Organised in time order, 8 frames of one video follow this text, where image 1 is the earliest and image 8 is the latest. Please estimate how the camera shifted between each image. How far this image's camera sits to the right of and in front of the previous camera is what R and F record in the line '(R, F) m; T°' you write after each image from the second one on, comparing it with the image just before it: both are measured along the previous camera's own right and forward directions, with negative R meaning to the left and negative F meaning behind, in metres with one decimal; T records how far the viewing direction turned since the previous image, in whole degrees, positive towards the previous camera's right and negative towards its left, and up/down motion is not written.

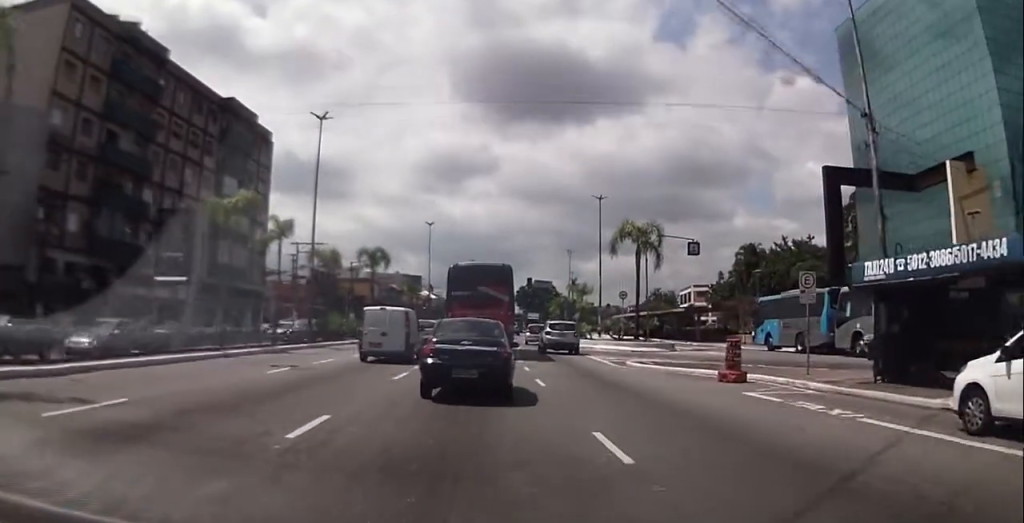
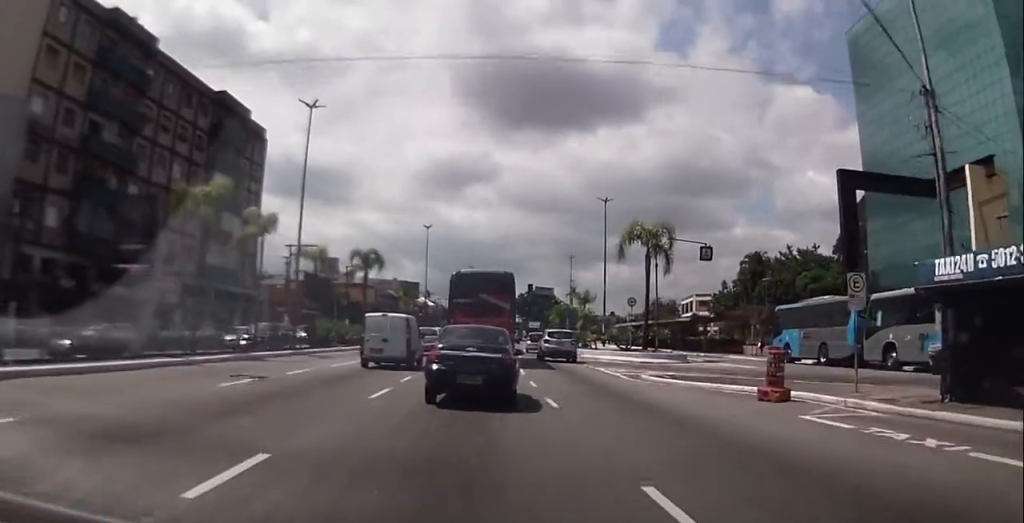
(+0.2, +2.7) m; +3°
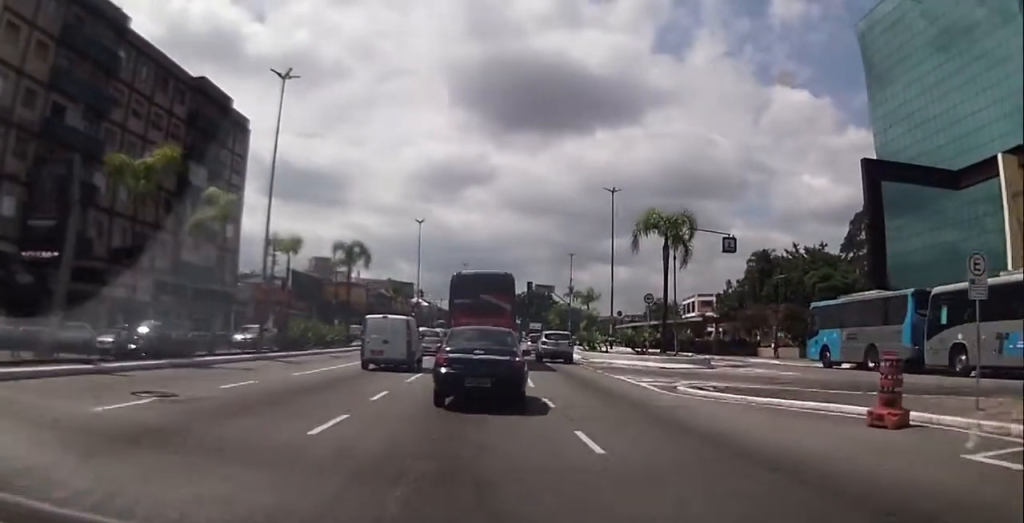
(+0.1, +4.7) m; +2°
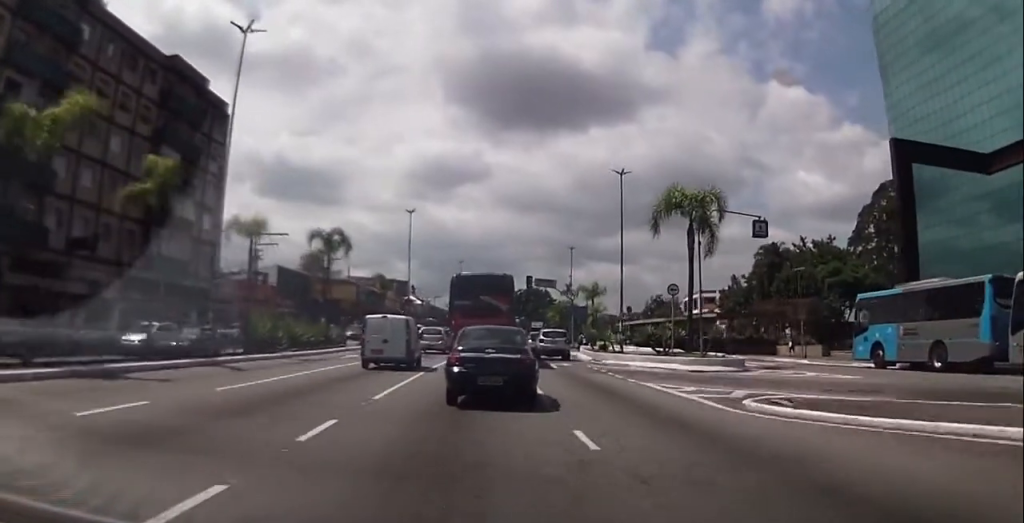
(0.0, +5.0) m; 0°
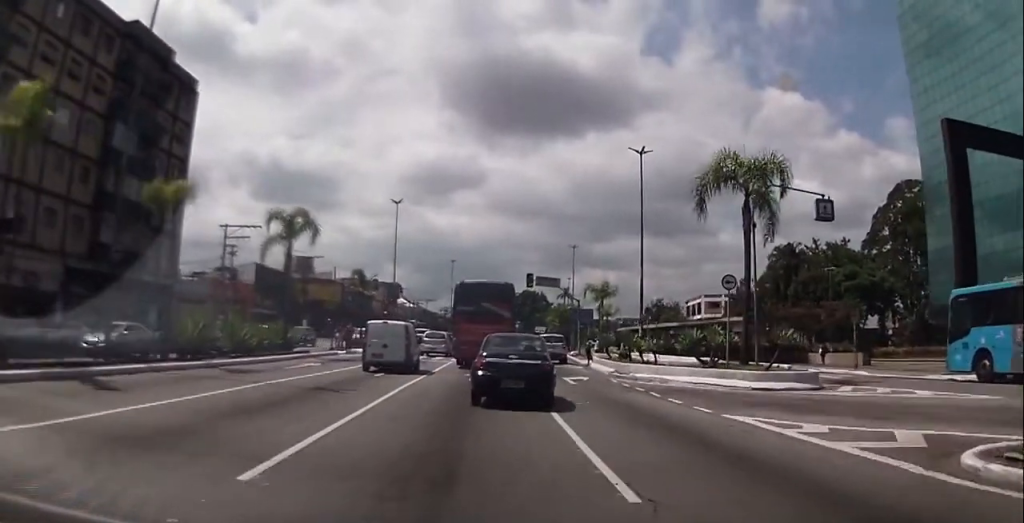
(0.0, +7.4) m; 0°
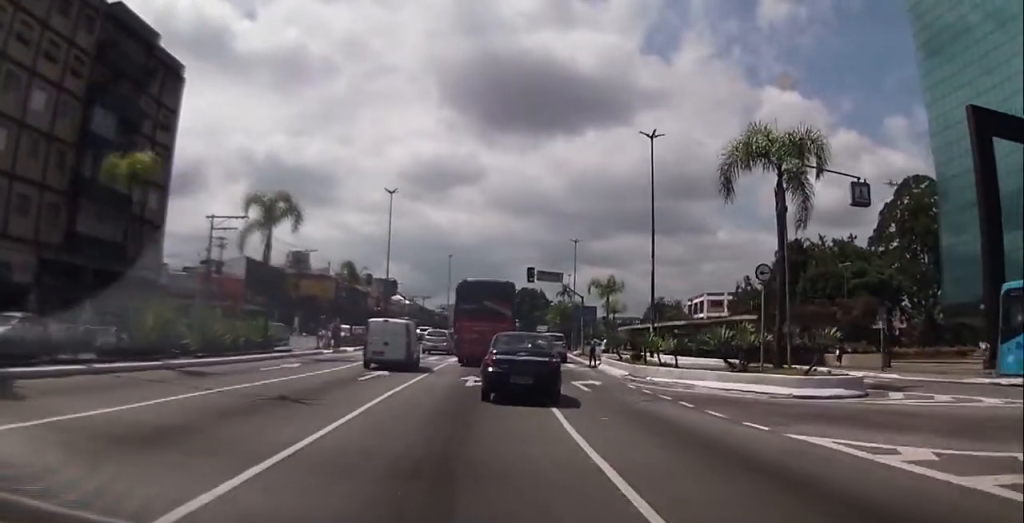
(0.0, +2.9) m; 0°
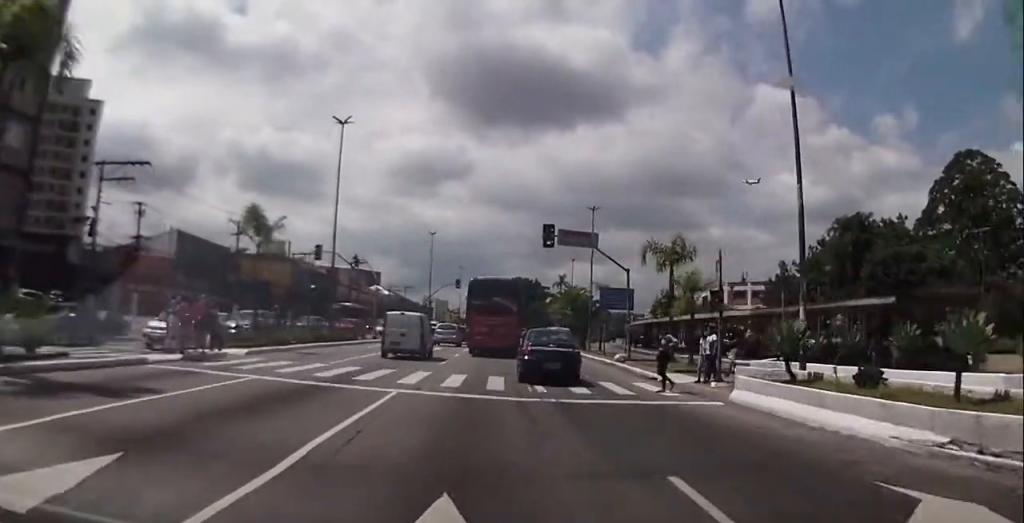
(-0.4, +18.0) m; -4°
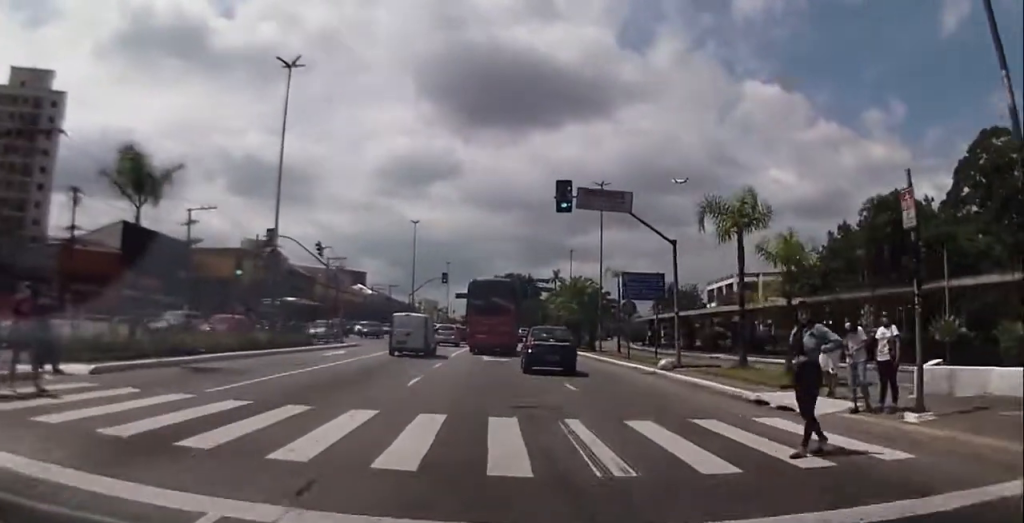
(+0.1, +9.6) m; +3°
